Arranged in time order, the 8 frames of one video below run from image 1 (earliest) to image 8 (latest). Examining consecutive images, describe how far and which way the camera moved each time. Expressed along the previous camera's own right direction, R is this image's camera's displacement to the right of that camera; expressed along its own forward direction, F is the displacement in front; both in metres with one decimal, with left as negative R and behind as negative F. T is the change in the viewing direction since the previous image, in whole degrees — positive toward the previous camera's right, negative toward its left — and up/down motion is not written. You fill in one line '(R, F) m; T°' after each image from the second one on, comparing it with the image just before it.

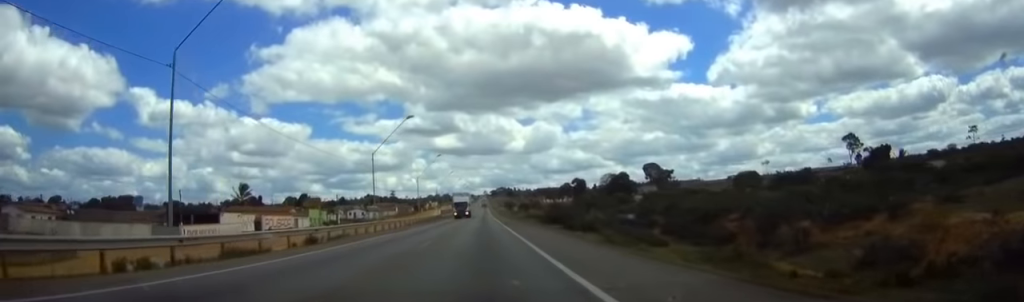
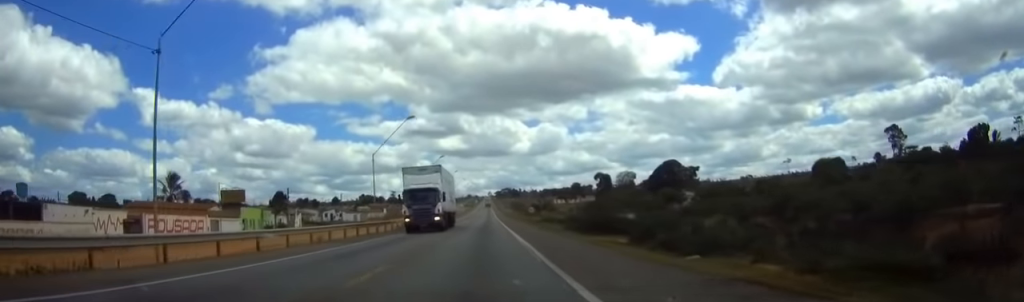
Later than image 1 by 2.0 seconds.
(-0.2, +40.7) m; -1°
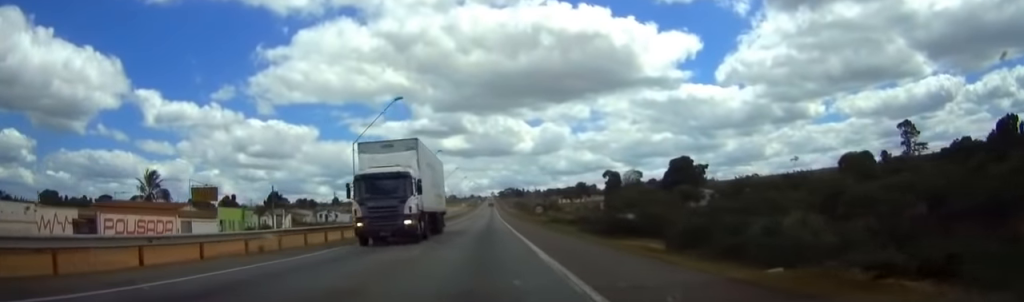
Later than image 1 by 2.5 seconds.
(-0.1, +9.7) m; 0°
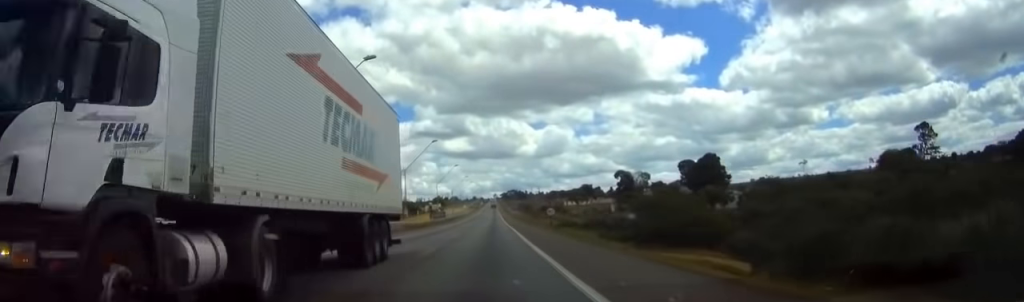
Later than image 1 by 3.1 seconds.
(0.0, +13.4) m; 0°
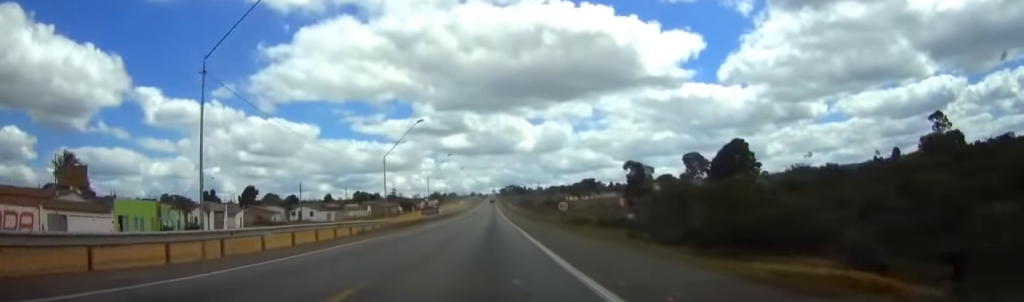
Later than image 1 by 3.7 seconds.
(0.0, +13.5) m; 0°
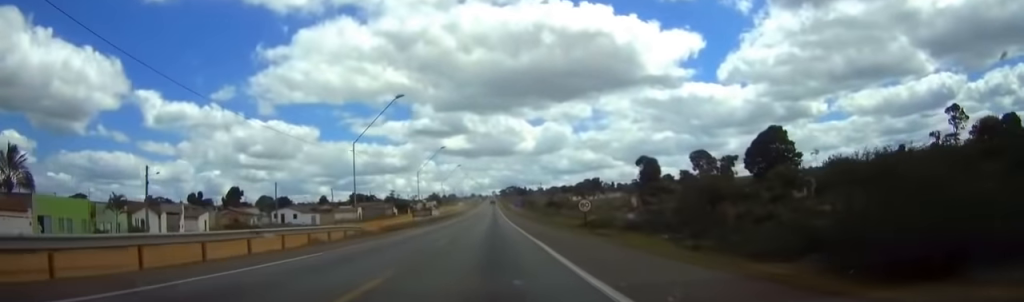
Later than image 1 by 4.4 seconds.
(0.0, +13.9) m; 0°
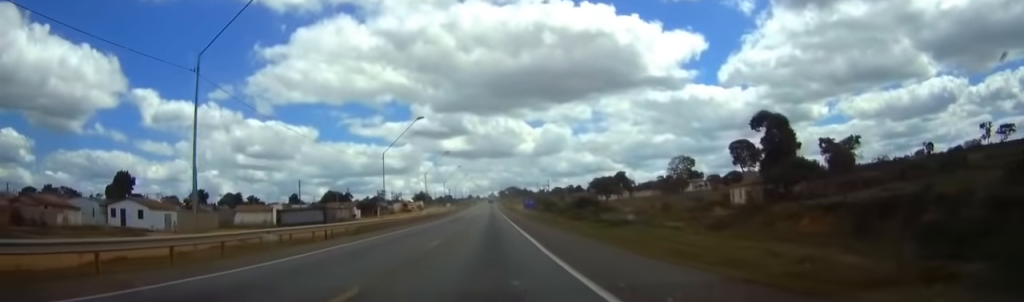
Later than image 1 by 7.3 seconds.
(+0.1, +66.1) m; 0°
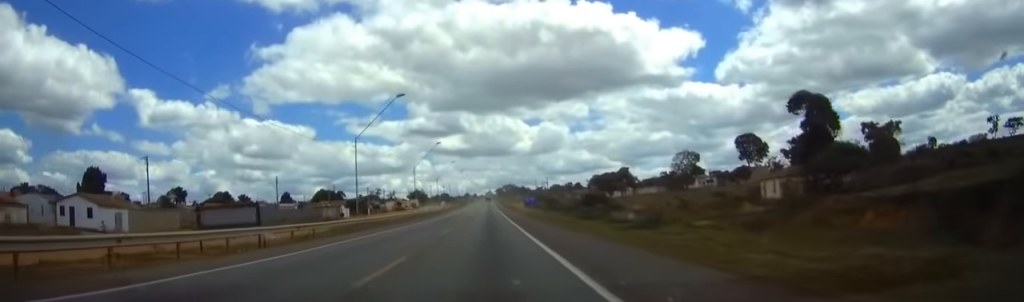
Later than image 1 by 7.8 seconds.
(0.0, +11.5) m; 0°
